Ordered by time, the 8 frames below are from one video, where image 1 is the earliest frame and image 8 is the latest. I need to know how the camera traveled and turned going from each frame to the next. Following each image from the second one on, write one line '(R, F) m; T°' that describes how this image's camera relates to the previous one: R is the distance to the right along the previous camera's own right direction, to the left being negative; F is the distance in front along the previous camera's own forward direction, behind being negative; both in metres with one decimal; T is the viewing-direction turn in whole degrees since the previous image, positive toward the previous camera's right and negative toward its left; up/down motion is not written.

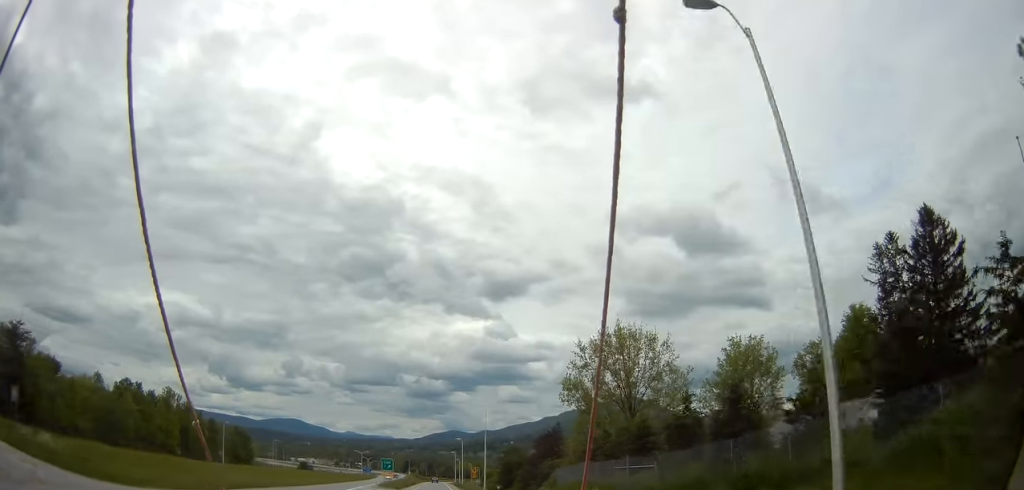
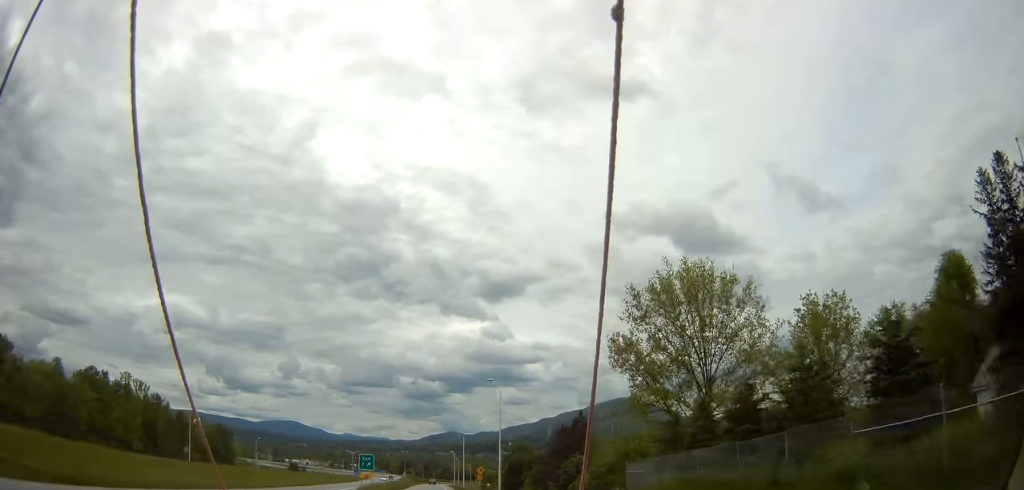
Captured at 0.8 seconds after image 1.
(0.0, +19.6) m; +1°
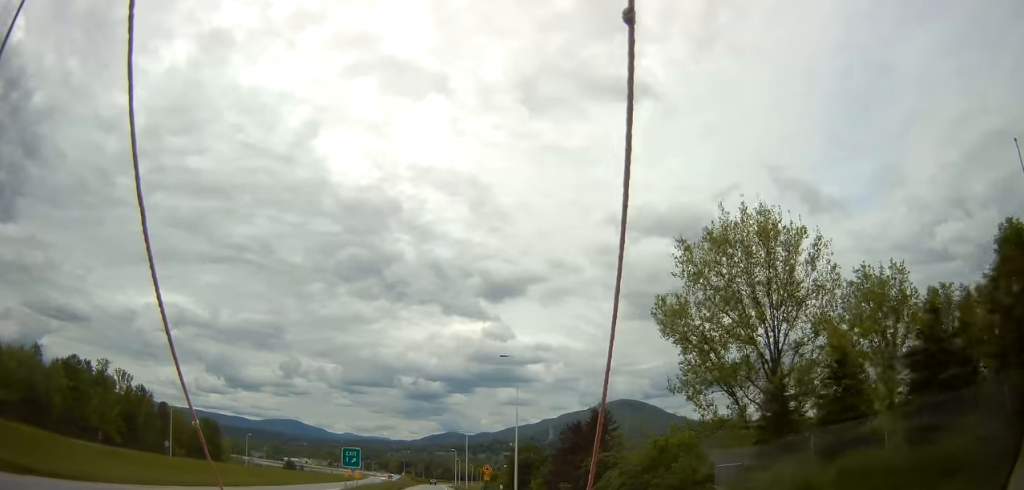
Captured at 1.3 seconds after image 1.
(+0.1, +10.2) m; 0°
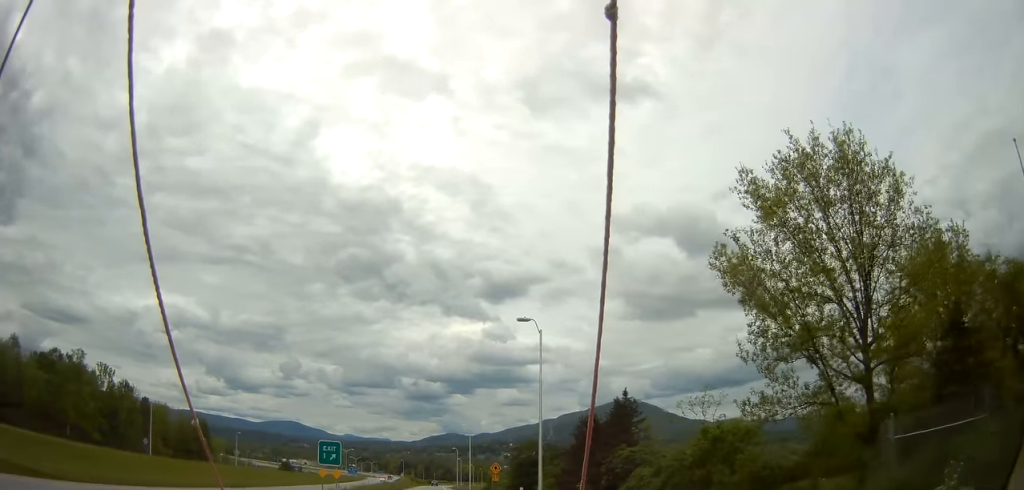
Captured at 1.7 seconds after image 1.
(+0.1, +9.4) m; 0°
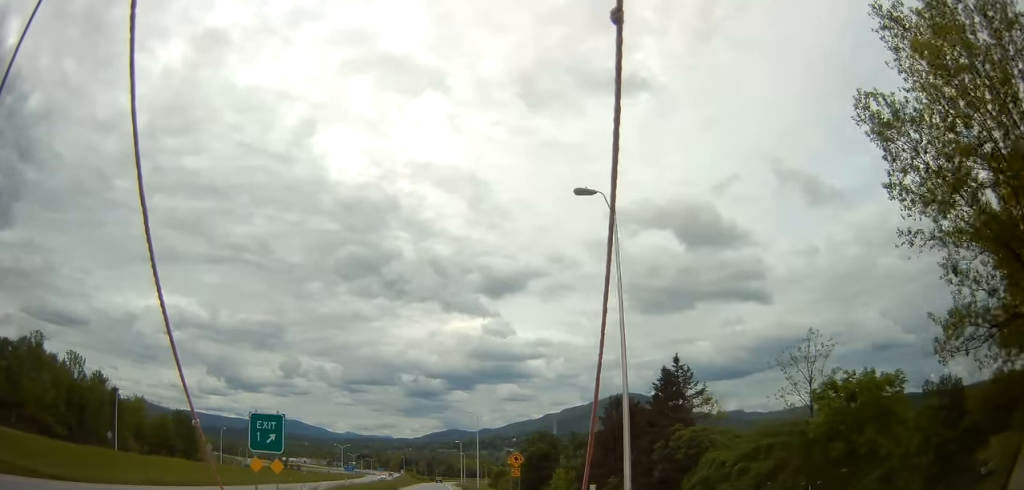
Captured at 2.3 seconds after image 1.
(-0.2, +13.9) m; 0°
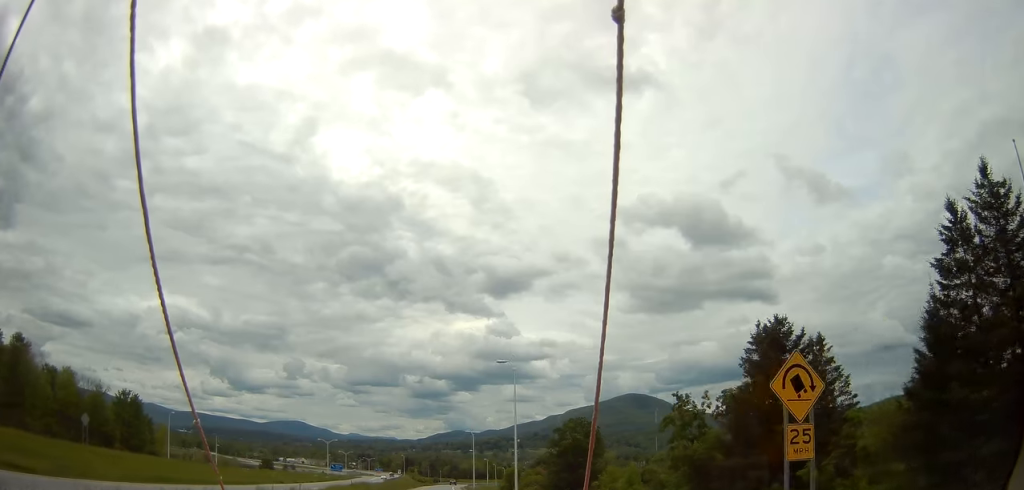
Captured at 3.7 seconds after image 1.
(-0.1, +33.8) m; 0°
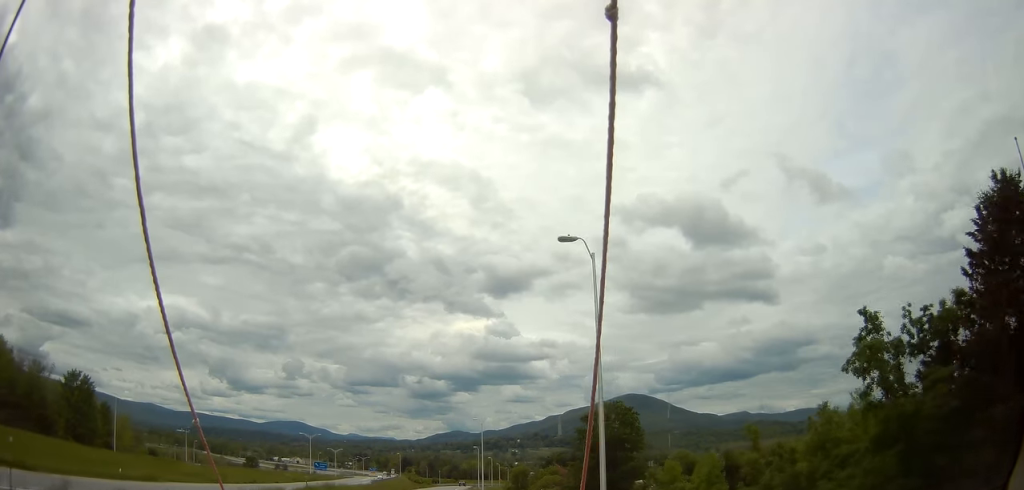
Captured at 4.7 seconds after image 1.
(0.0, +22.2) m; 0°
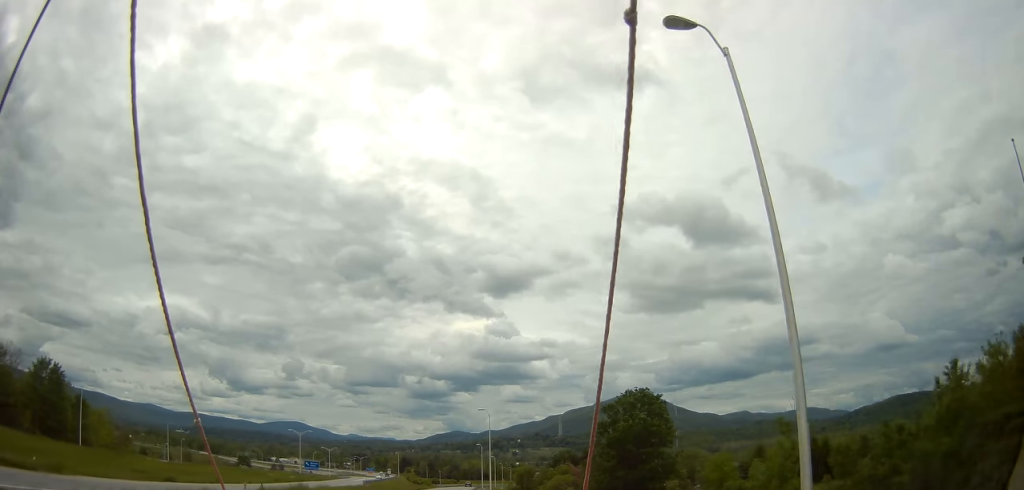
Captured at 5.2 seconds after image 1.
(0.0, +11.5) m; 0°
